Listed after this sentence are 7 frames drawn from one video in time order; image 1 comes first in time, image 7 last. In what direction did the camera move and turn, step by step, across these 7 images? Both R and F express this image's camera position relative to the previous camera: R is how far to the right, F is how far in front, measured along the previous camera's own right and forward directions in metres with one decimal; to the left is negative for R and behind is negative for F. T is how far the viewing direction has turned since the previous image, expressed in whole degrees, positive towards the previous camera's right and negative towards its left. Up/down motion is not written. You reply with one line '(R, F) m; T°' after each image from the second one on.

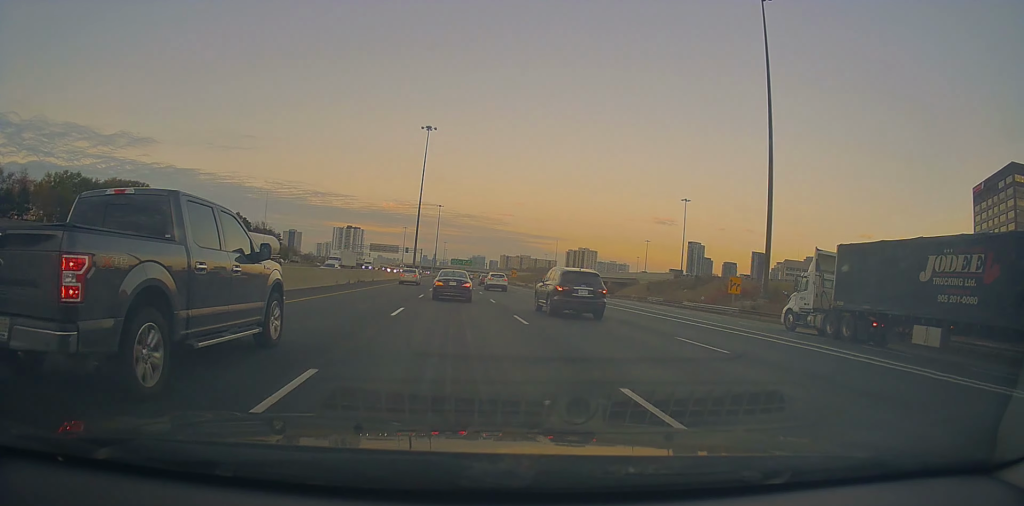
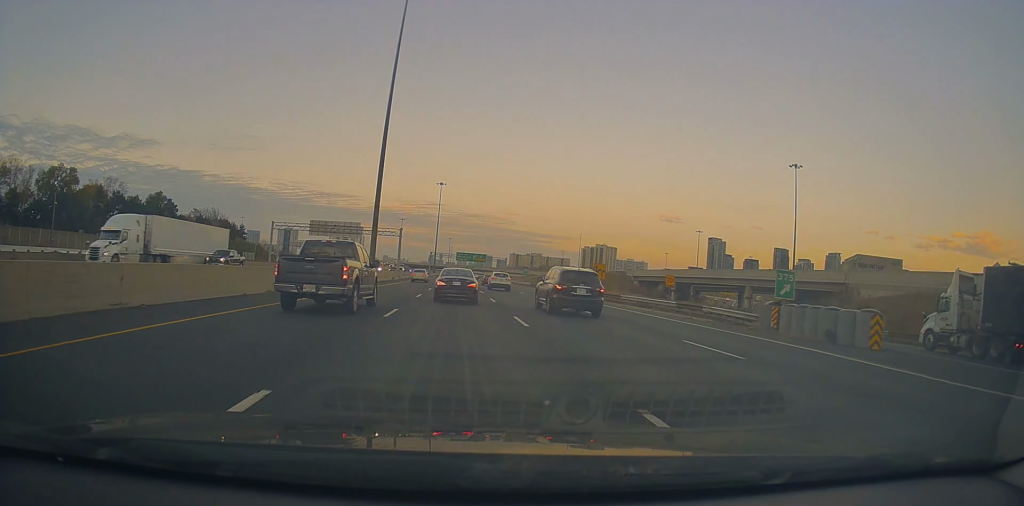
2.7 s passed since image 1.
(+1.0, +72.5) m; -1°
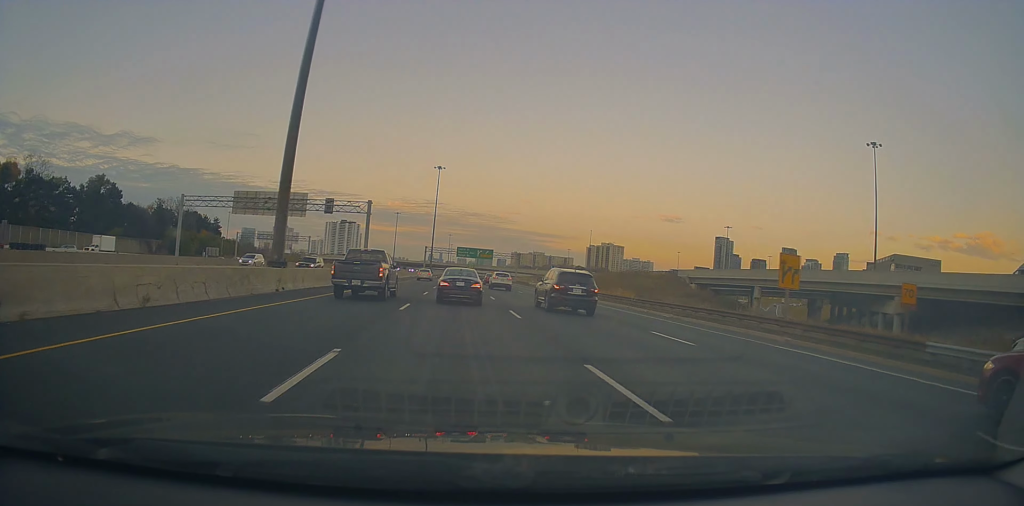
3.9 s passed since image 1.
(-0.5, +33.1) m; -1°
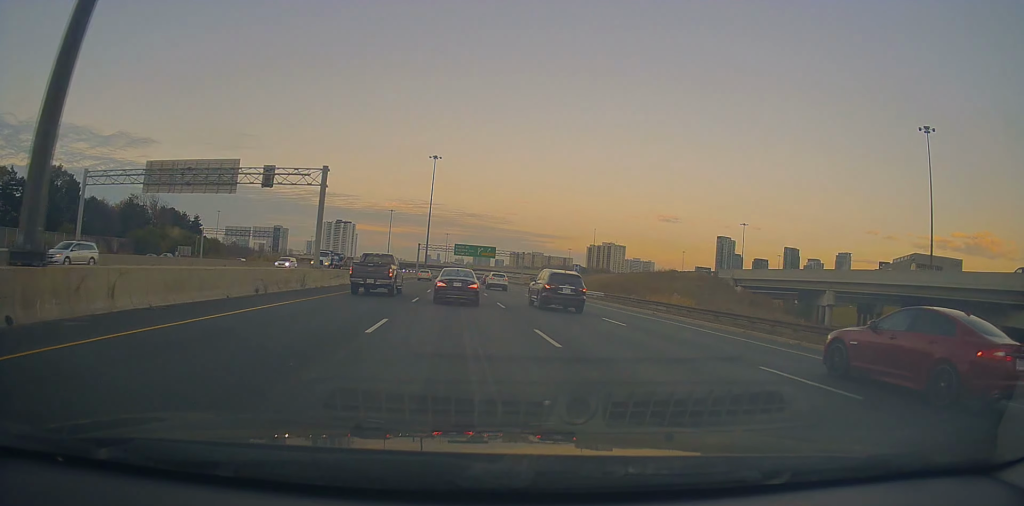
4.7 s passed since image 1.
(+0.2, +18.5) m; +1°
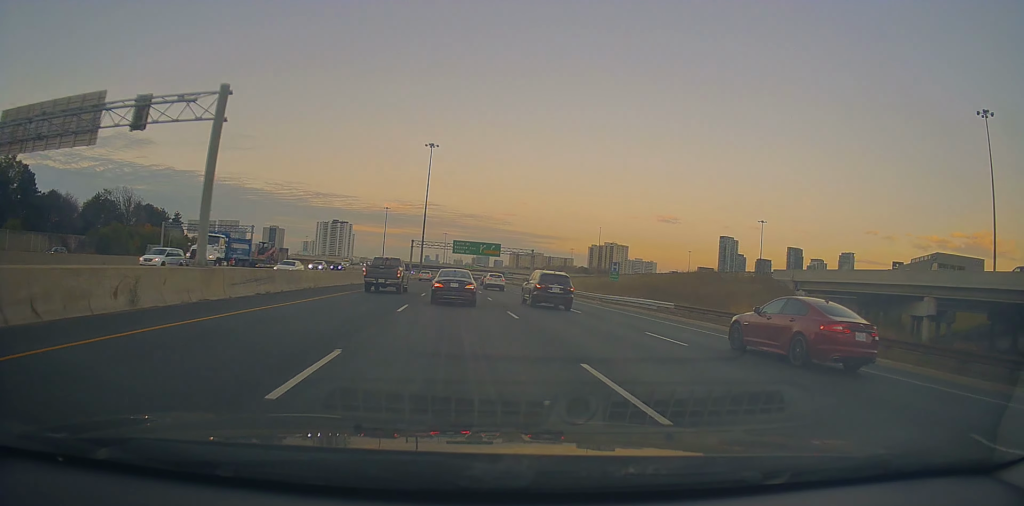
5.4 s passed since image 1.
(+0.2, +17.4) m; +1°
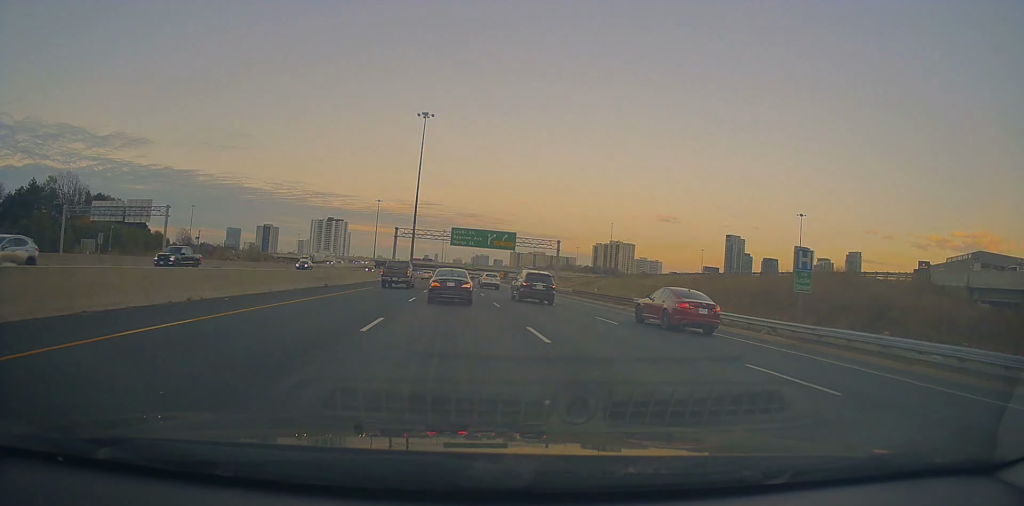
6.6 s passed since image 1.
(+0.2, +30.3) m; 0°
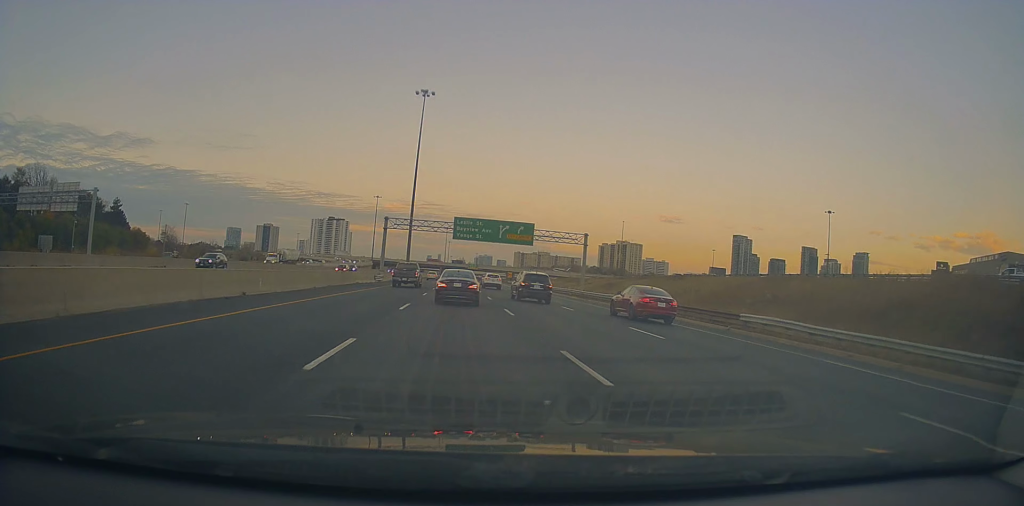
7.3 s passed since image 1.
(0.0, +16.4) m; -1°
